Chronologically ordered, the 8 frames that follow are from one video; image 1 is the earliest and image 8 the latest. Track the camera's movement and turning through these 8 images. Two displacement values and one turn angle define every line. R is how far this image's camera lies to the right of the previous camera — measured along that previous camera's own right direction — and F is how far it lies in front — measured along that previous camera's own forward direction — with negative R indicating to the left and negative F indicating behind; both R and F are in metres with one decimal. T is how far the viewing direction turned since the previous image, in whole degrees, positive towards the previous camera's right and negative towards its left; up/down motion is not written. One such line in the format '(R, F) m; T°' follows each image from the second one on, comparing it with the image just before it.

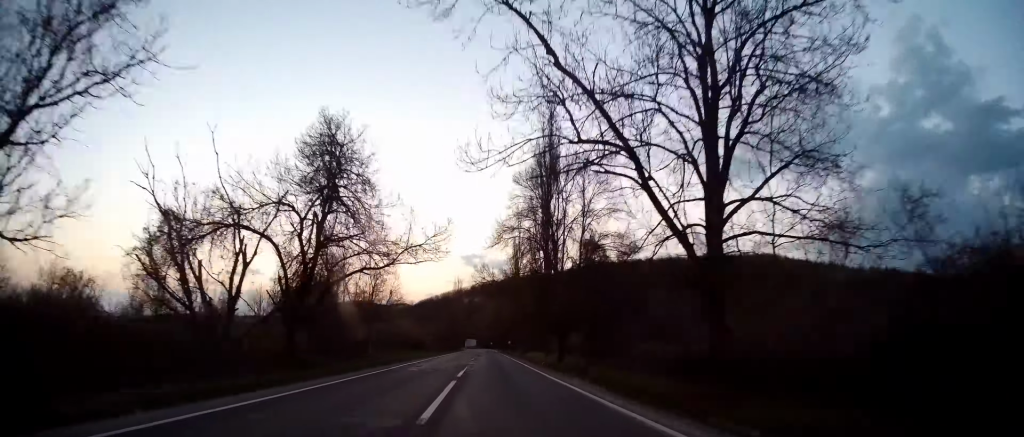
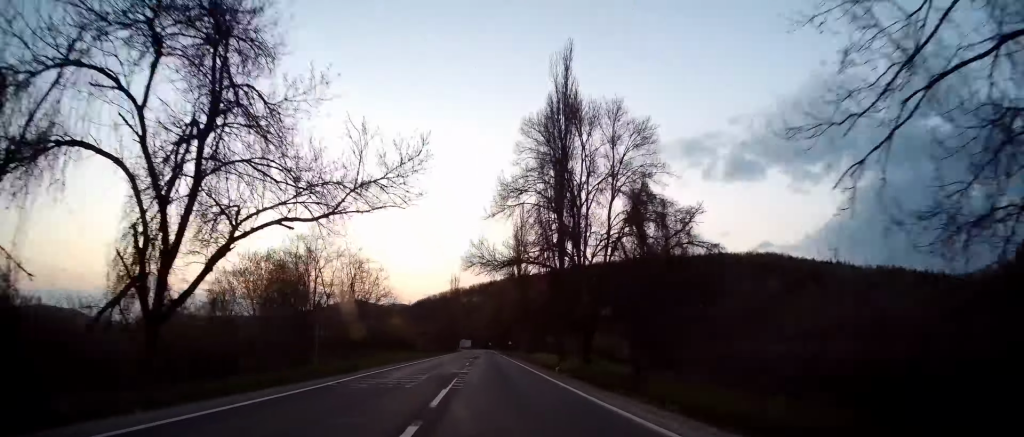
(+0.1, +9.8) m; 0°
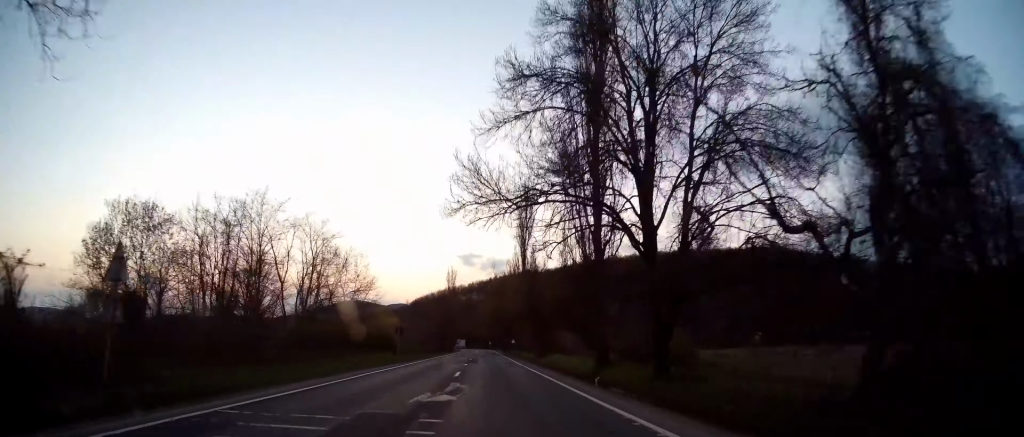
(0.0, +12.8) m; 0°
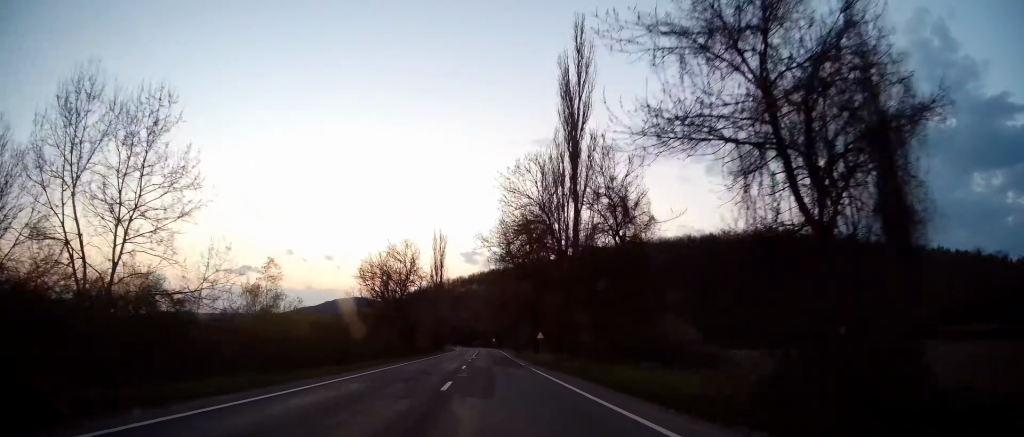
(+0.1, +44.1) m; +1°
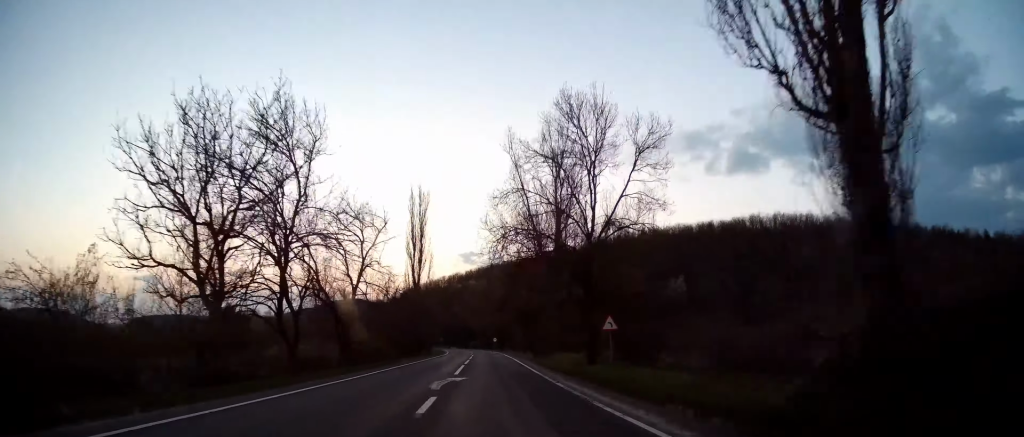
(+0.2, +29.5) m; +1°
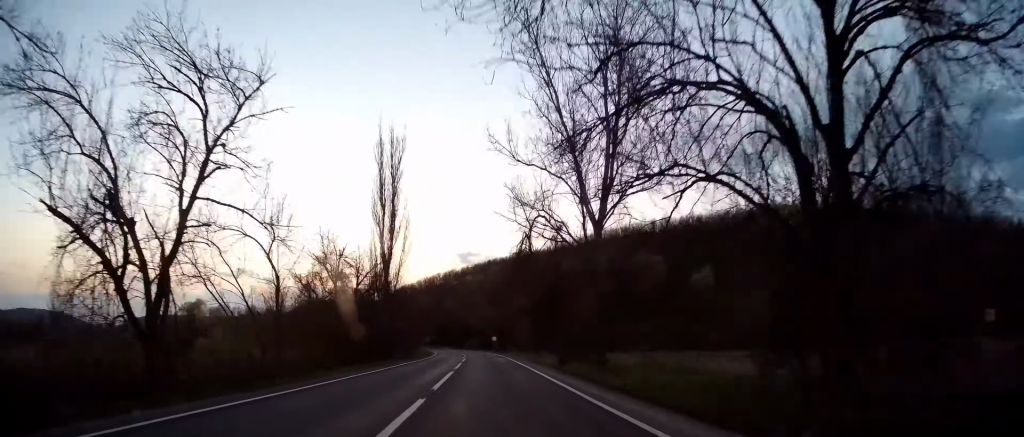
(0.0, +20.6) m; 0°
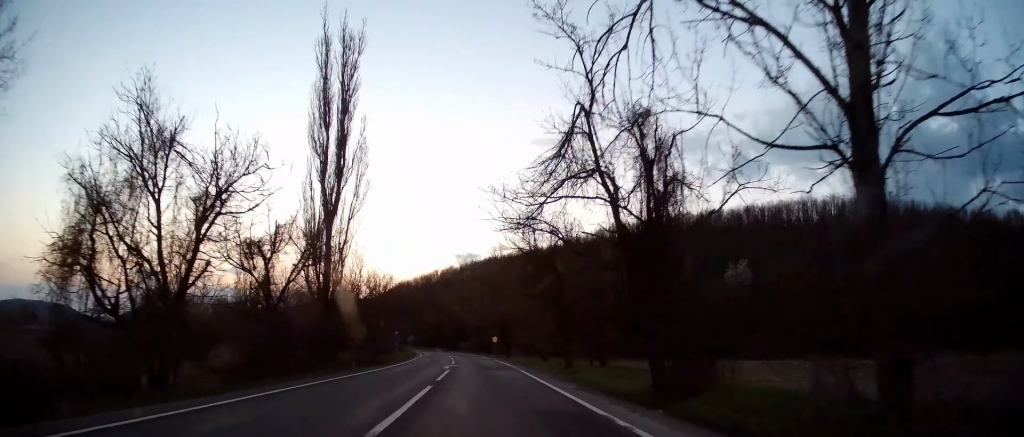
(-0.1, +19.1) m; 0°
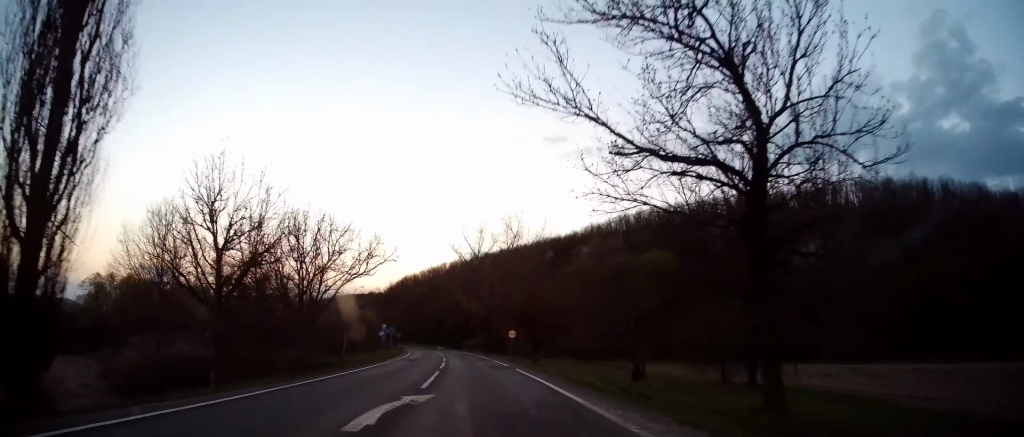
(+0.1, +22.7) m; -1°
